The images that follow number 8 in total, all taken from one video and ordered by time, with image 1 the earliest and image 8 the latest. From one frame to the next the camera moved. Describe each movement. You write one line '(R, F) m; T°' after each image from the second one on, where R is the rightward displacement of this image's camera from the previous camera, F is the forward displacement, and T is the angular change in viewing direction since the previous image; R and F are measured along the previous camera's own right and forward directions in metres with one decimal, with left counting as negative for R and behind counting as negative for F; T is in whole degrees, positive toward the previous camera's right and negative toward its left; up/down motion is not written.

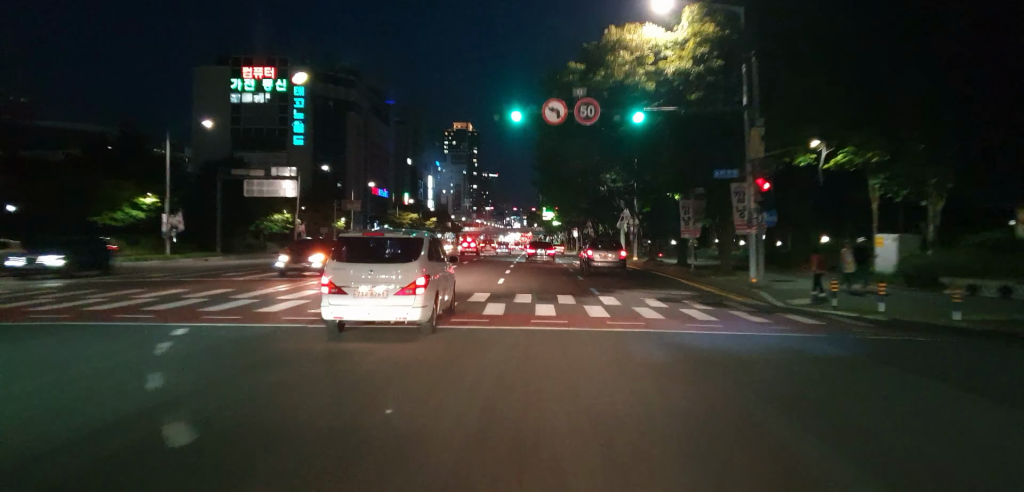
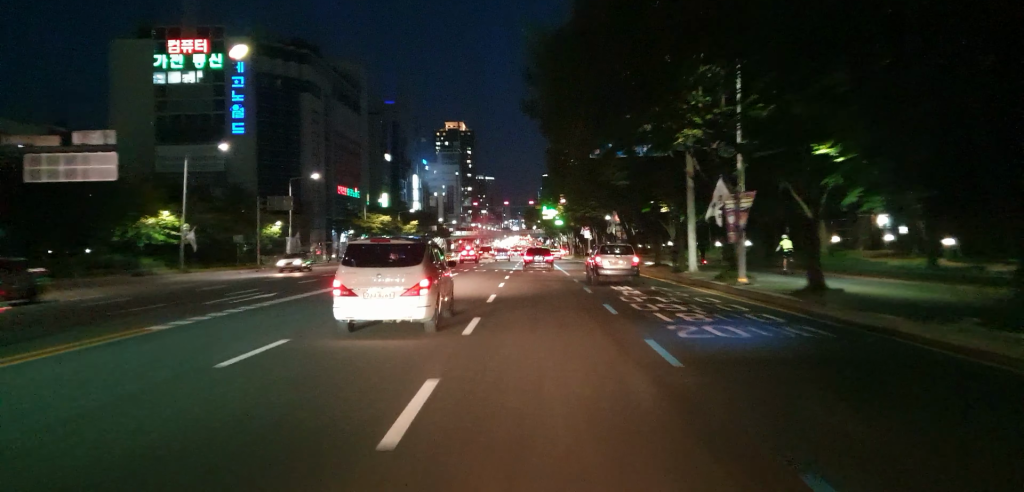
(-1.1, +29.5) m; -2°
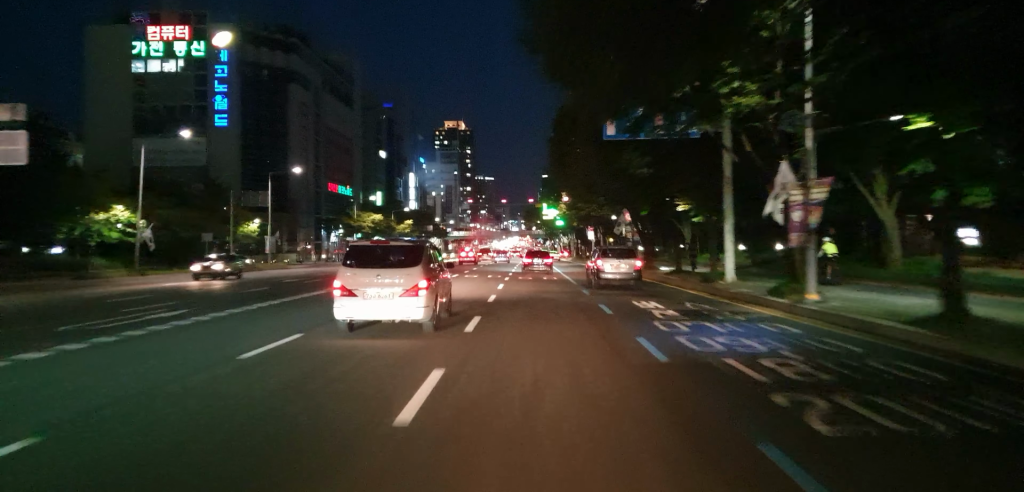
(0.0, +7.0) m; 0°
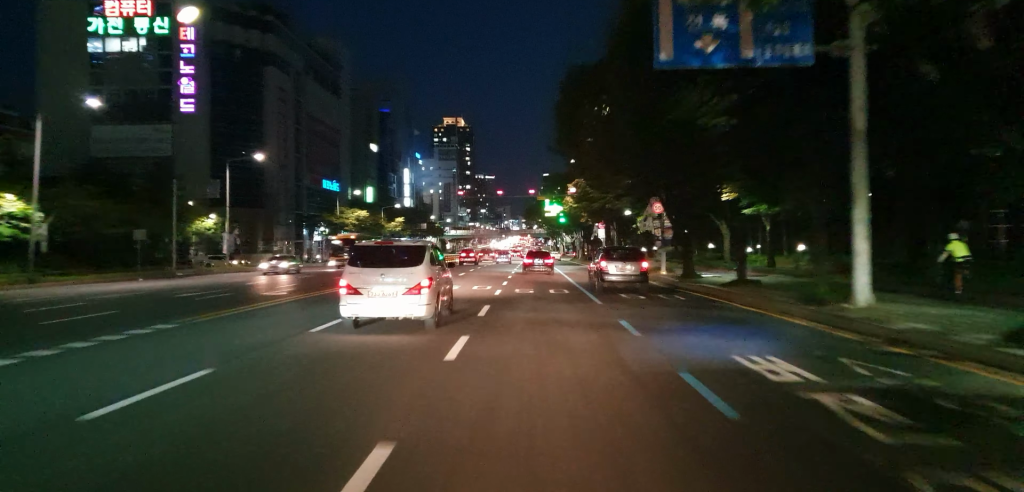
(0.0, +11.9) m; +1°
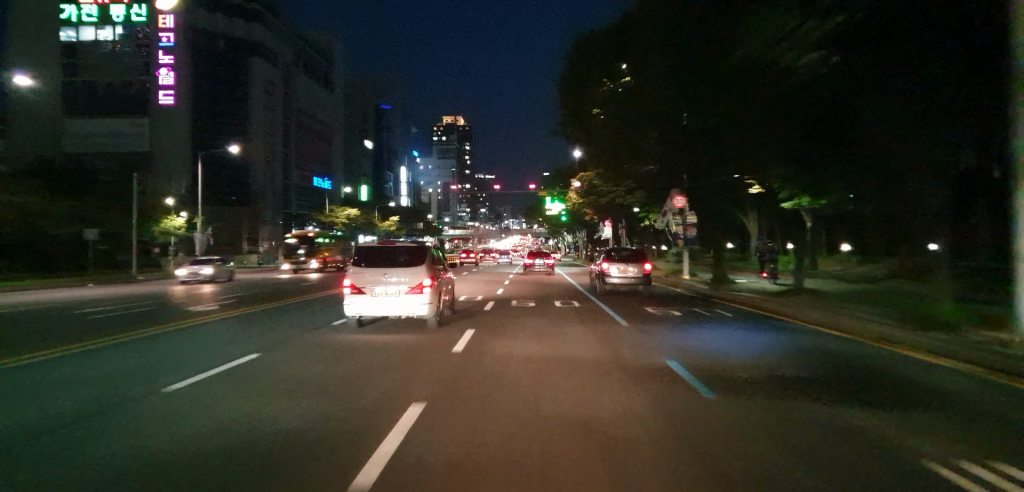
(+0.1, +6.1) m; 0°
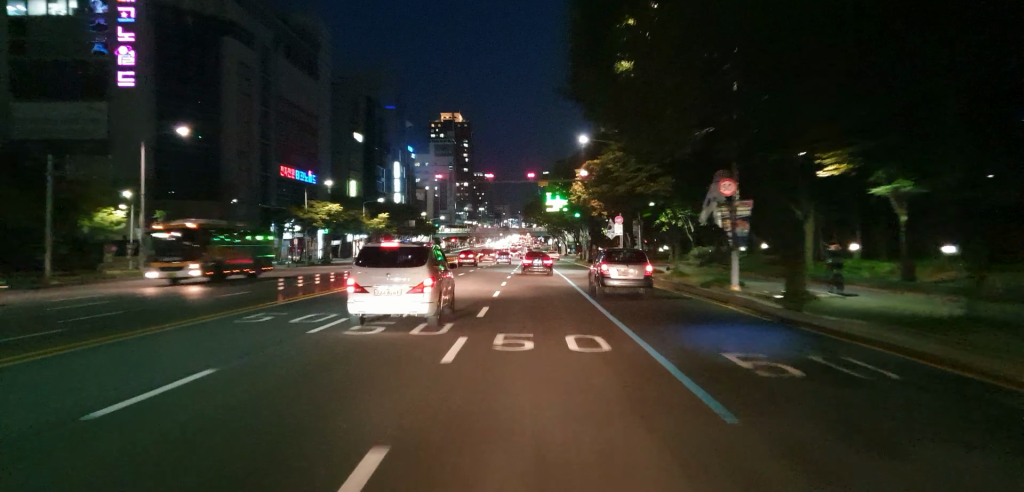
(+0.1, +9.3) m; 0°
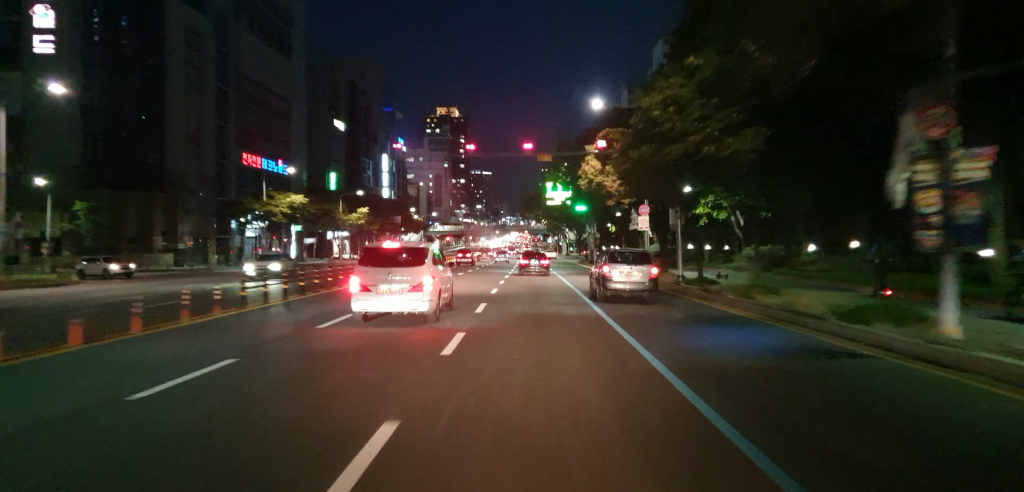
(0.0, +14.5) m; 0°
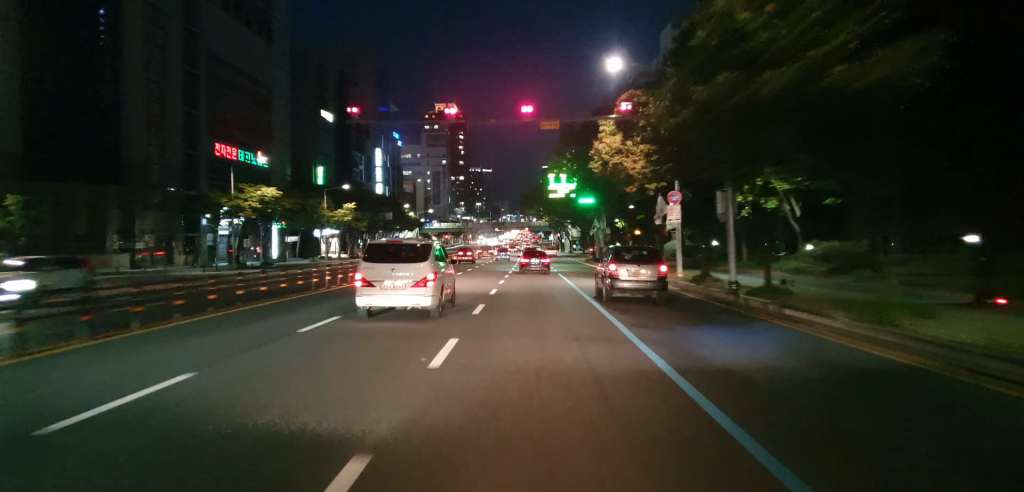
(0.0, +9.3) m; -1°
